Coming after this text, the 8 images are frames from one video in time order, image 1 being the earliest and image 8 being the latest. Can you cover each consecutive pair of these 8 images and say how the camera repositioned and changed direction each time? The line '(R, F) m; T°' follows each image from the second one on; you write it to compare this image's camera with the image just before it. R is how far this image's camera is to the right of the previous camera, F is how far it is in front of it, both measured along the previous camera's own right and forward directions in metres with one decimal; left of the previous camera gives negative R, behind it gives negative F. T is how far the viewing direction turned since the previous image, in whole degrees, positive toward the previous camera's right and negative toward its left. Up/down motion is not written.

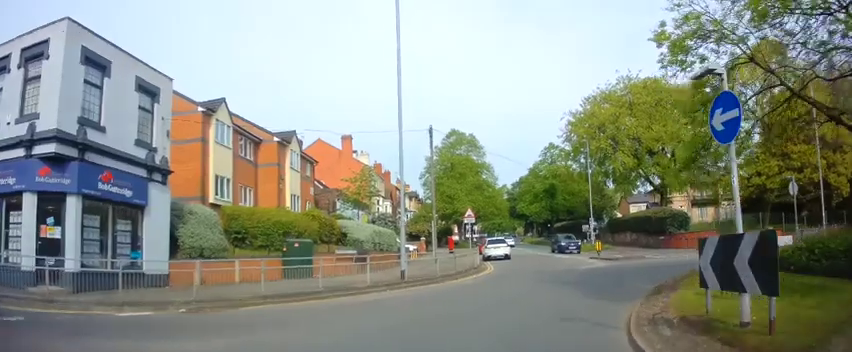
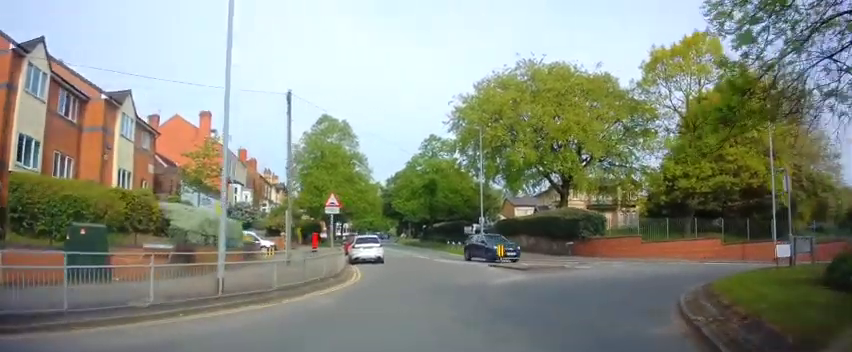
(+0.3, +6.0) m; +11°
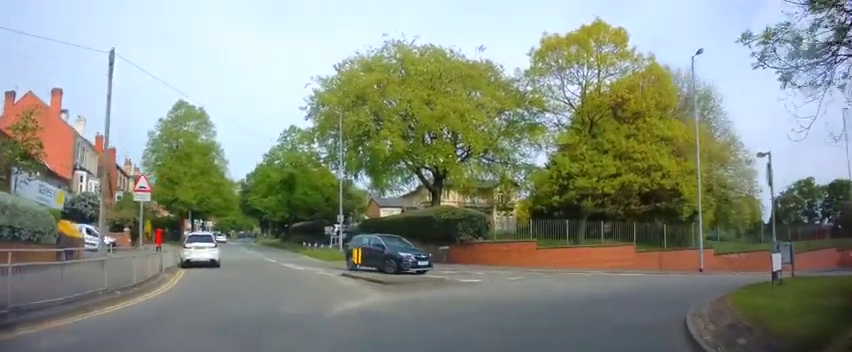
(+0.5, +4.8) m; +15°
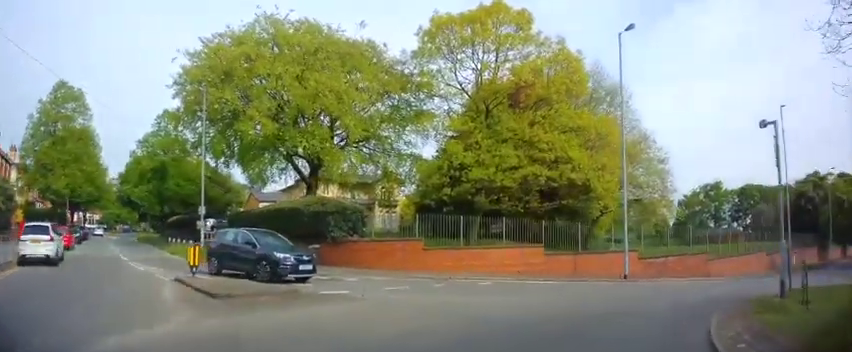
(+0.3, +4.1) m; +14°
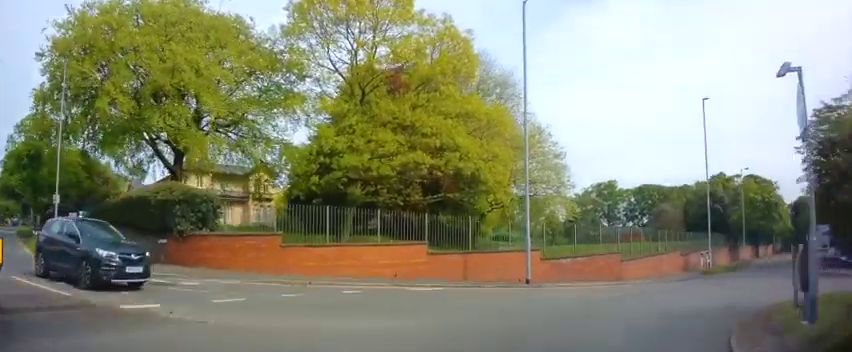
(+0.5, +3.5) m; +15°
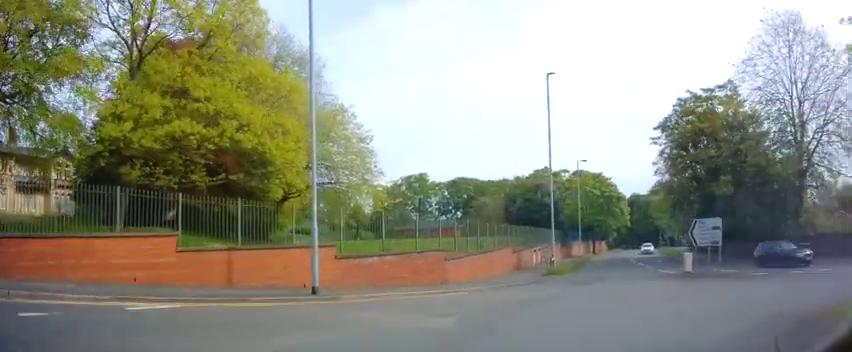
(+1.1, +4.9) m; +23°
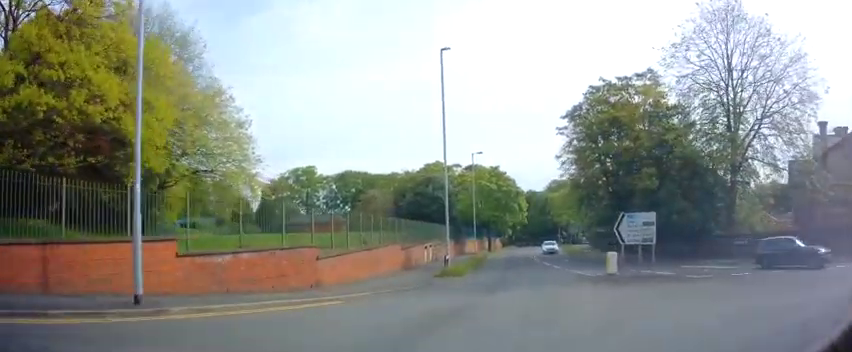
(+0.3, +3.2) m; +13°
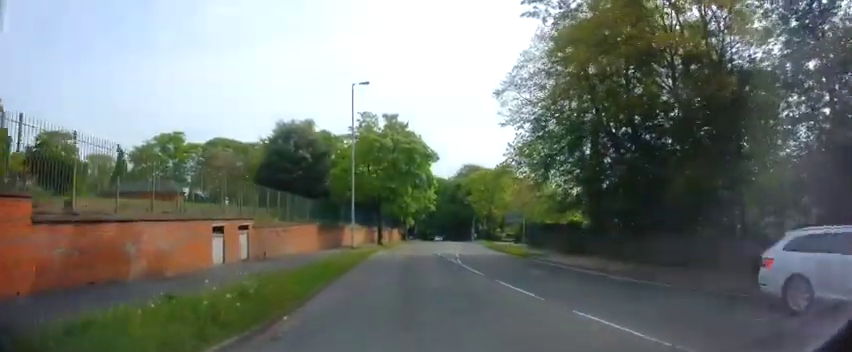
(+3.1, +21.1) m; +12°
